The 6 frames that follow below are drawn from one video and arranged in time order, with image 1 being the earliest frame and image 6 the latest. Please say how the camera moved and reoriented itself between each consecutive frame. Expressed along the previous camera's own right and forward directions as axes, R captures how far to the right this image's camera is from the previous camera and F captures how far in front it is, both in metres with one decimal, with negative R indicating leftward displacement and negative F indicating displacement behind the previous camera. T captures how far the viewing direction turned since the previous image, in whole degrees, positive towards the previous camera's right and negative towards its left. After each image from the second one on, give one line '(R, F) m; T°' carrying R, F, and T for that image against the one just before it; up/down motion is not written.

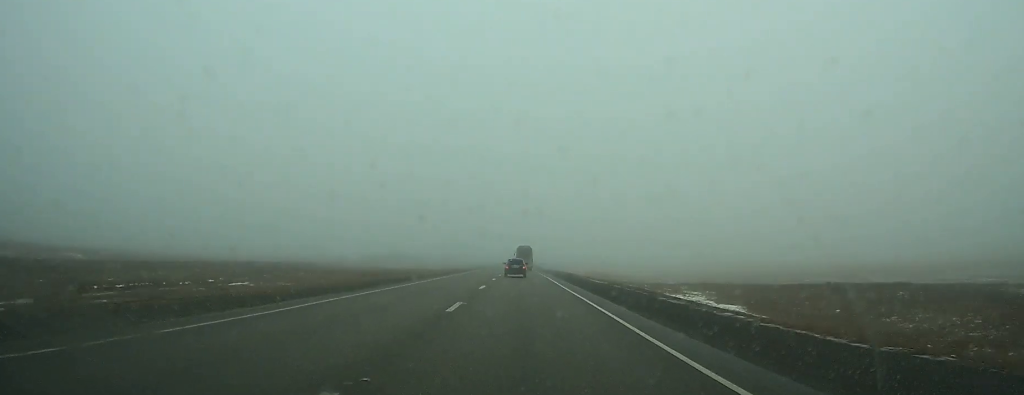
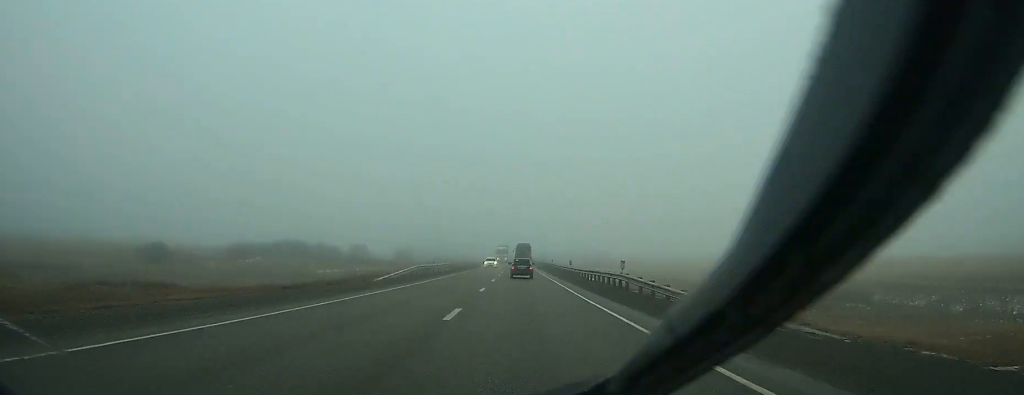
(-1.0, +132.6) m; 0°
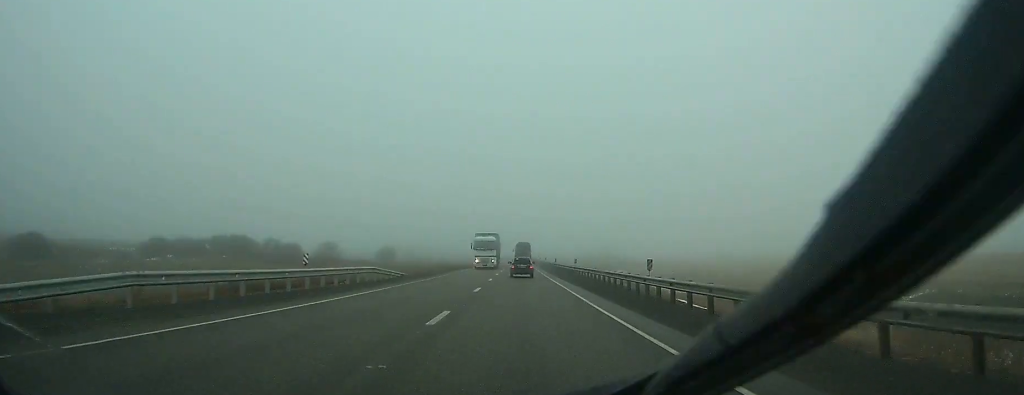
(+0.3, +37.4) m; 0°
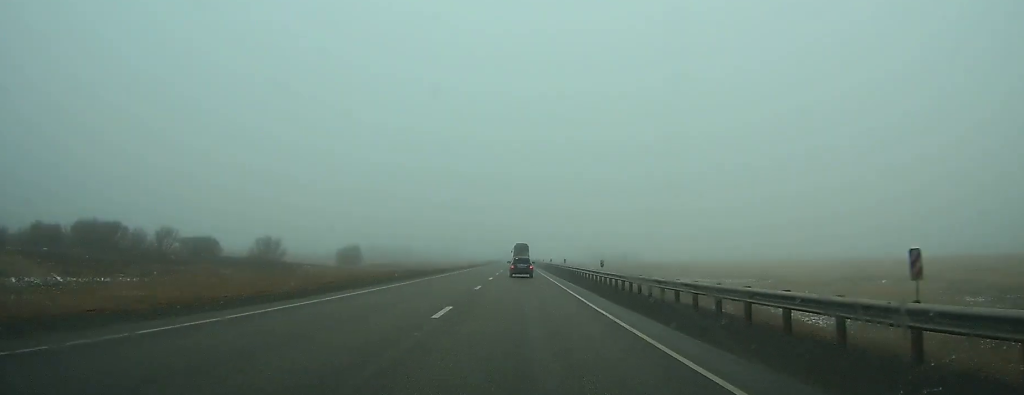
(0.0, +48.4) m; 0°
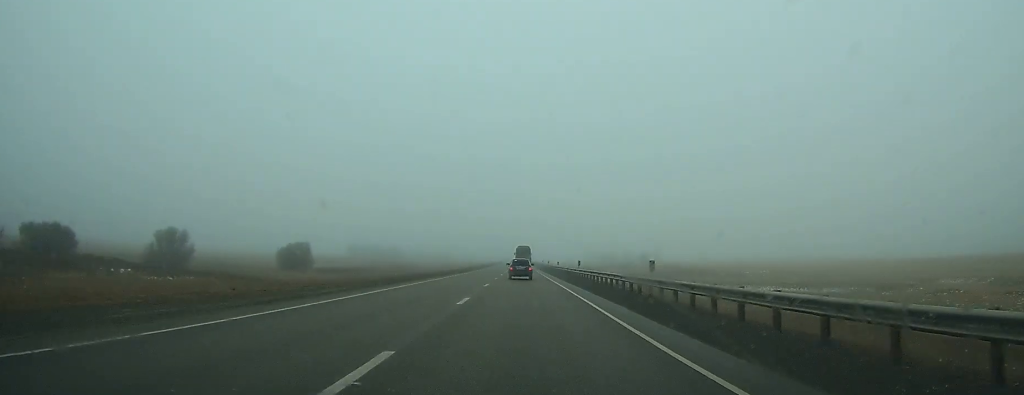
(0.0, +46.2) m; 0°
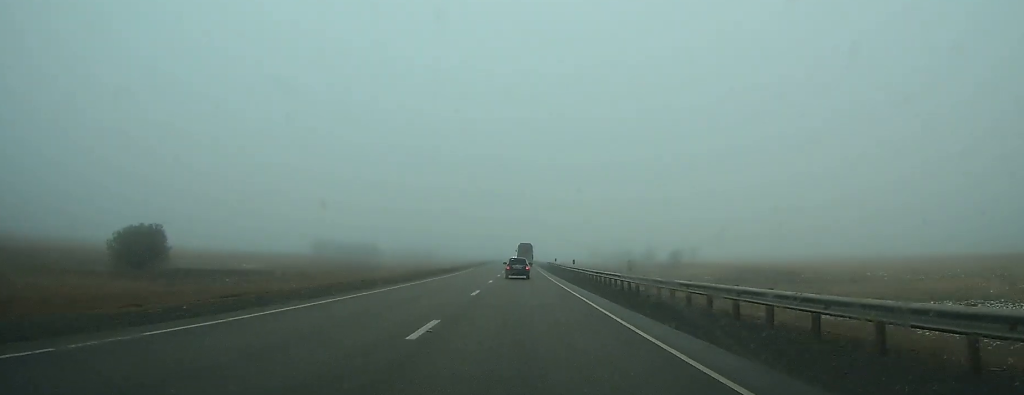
(+0.1, +60.5) m; 0°
